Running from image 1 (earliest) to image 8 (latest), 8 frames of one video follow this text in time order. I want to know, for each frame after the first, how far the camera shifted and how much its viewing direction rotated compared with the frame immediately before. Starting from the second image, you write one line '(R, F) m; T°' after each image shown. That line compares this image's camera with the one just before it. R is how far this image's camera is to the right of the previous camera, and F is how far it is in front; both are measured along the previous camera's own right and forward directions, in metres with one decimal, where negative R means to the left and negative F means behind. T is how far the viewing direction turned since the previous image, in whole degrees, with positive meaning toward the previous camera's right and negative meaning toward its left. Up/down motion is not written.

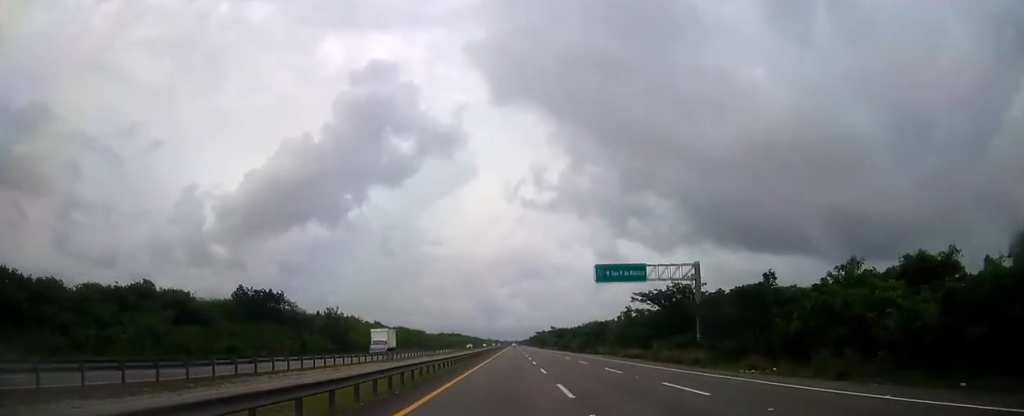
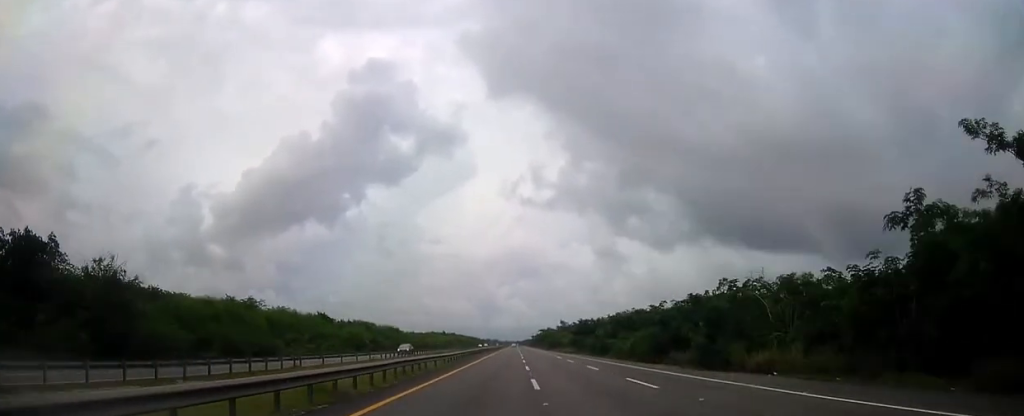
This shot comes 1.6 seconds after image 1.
(+0.4, +50.2) m; 0°
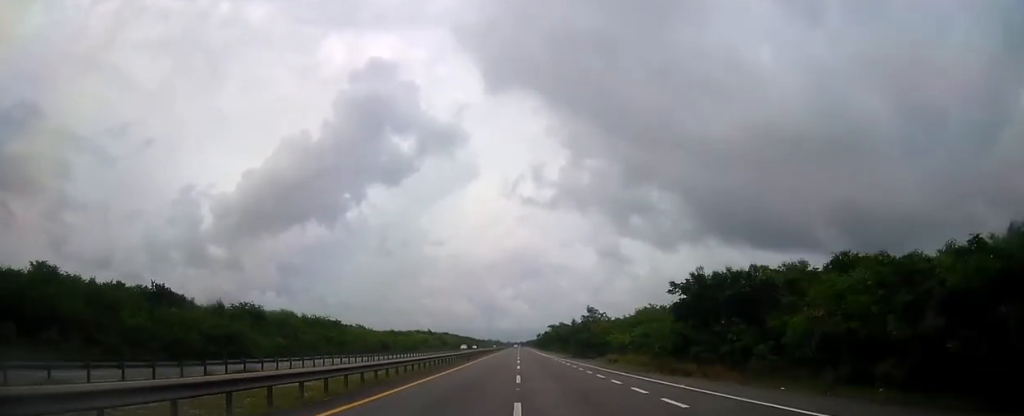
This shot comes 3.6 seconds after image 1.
(-0.1, +61.9) m; 0°
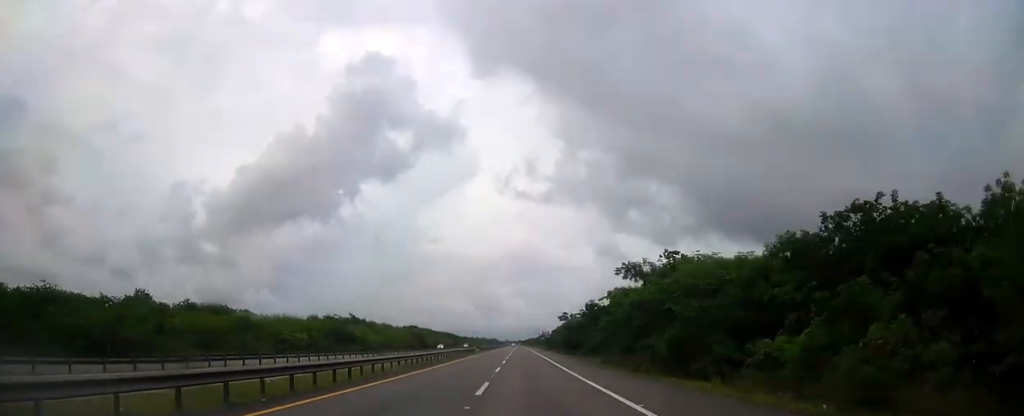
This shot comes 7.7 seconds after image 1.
(-0.1, +126.5) m; 0°
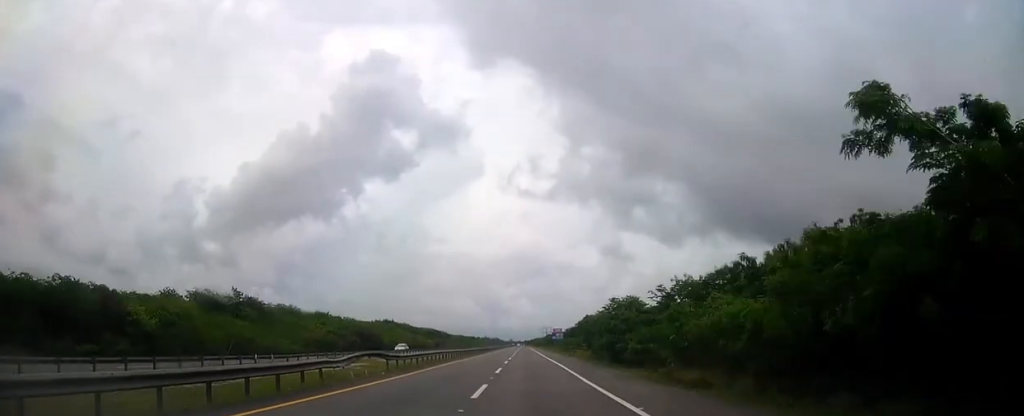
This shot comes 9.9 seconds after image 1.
(-0.2, +67.2) m; 0°
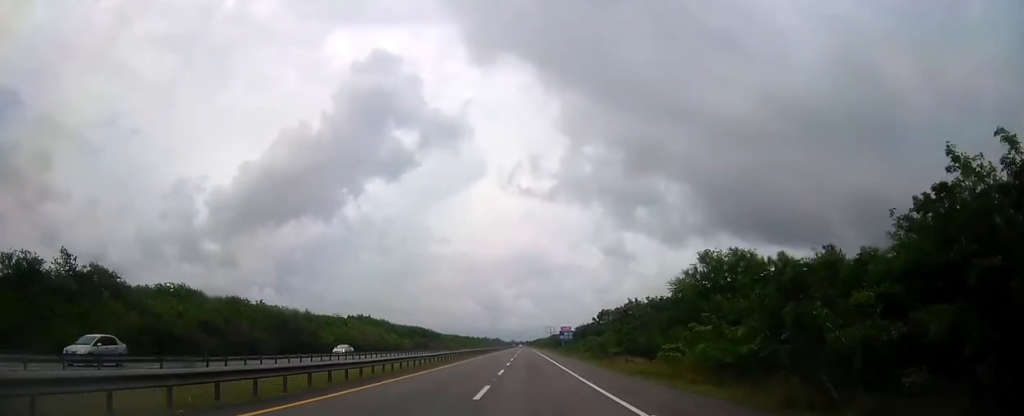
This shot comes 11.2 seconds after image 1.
(0.0, +40.2) m; 0°
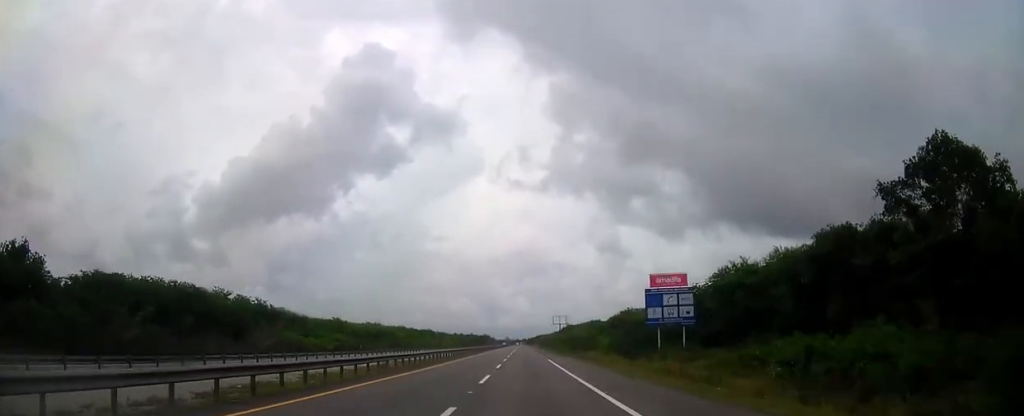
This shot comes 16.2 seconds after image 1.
(-0.2, +154.2) m; 0°
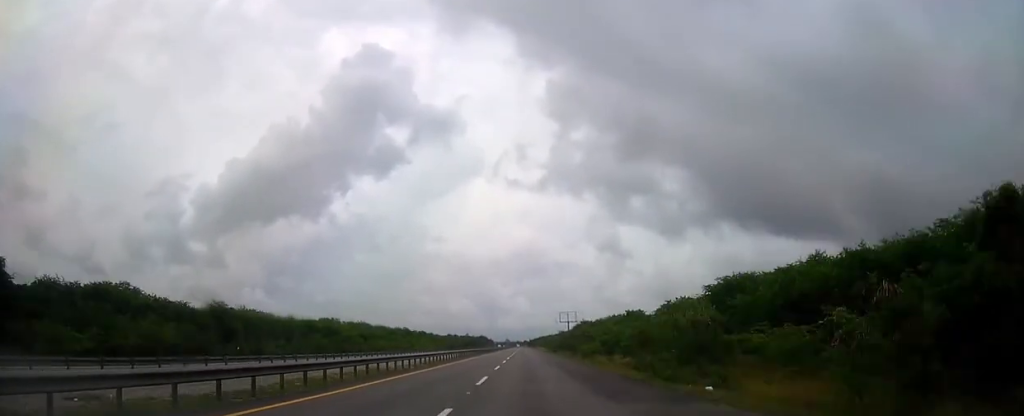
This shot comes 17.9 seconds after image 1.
(0.0, +52.7) m; 0°
